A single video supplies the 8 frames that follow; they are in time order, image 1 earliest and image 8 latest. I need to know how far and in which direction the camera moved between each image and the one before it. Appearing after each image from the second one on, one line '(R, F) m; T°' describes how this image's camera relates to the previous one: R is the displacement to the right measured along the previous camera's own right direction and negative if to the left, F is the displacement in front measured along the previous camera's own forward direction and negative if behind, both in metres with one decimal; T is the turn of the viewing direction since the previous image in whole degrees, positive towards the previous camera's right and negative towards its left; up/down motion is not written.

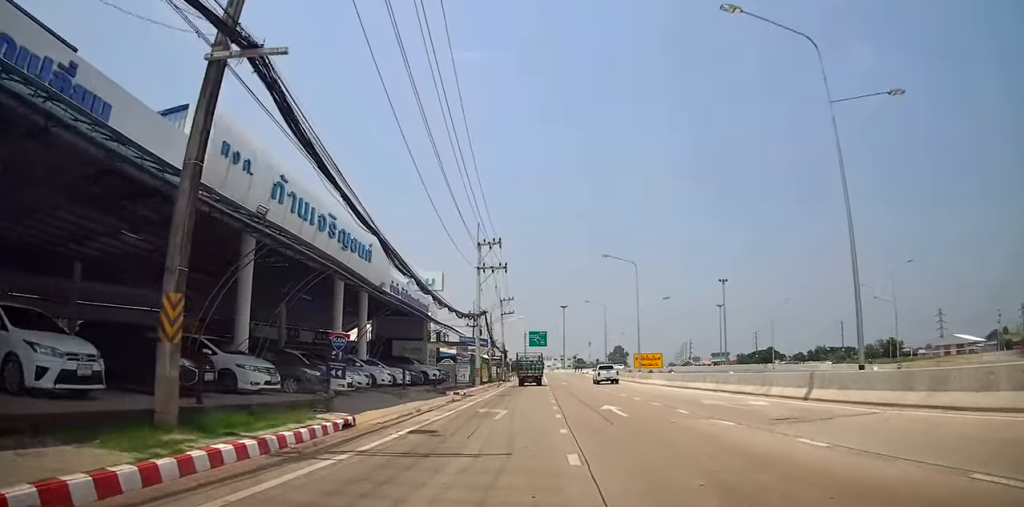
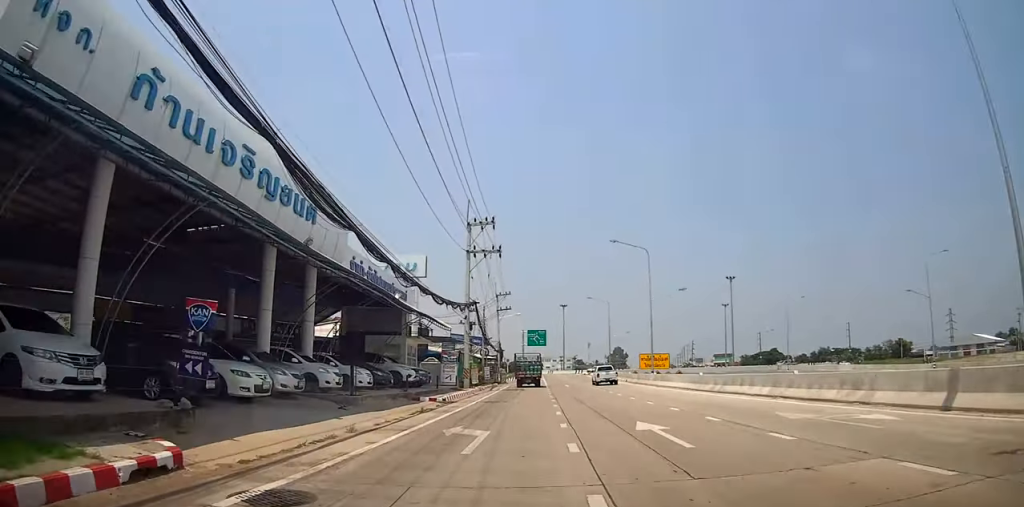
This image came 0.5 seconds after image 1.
(0.0, +6.7) m; 0°
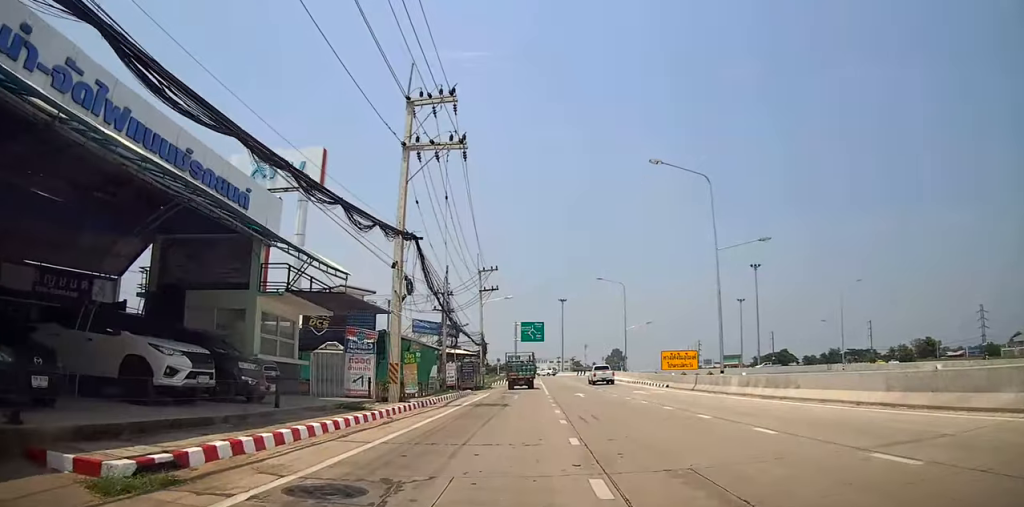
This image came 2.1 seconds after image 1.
(+0.2, +19.6) m; +4°
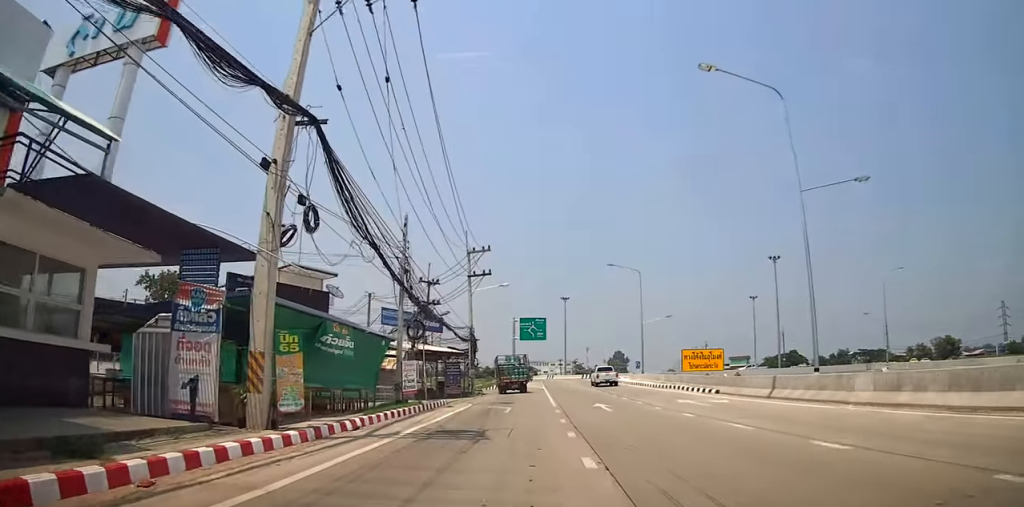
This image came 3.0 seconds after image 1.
(+0.6, +10.5) m; 0°
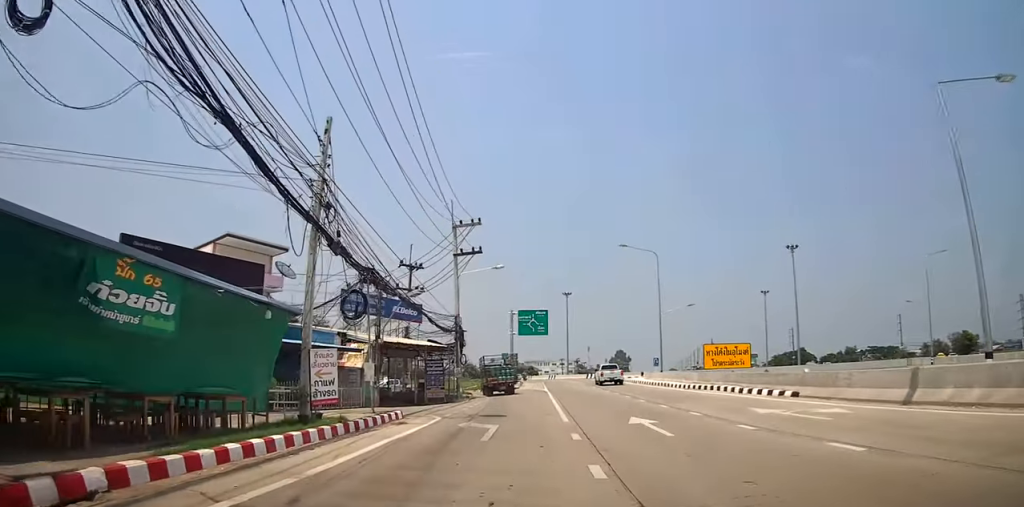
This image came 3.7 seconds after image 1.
(-0.2, +8.6) m; -2°
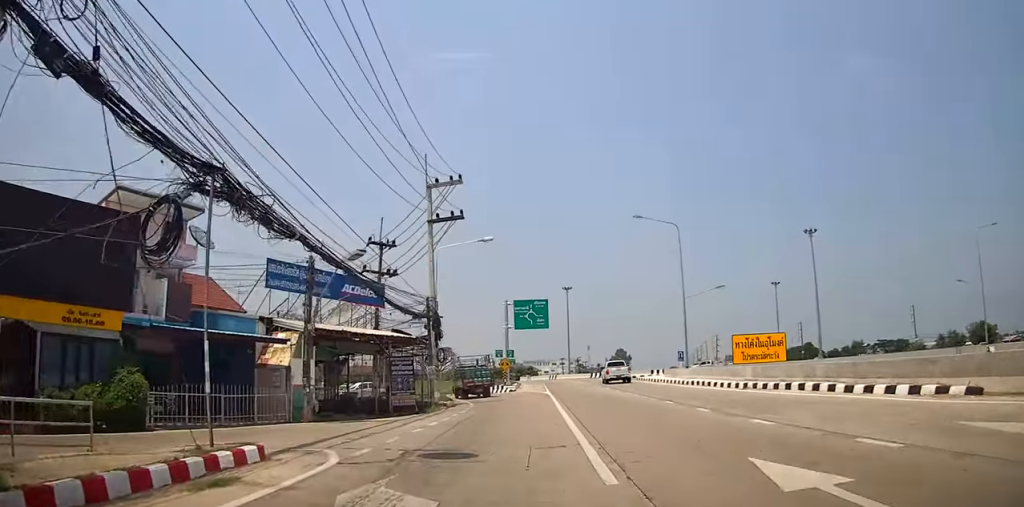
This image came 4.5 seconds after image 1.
(-0.2, +8.9) m; -1°
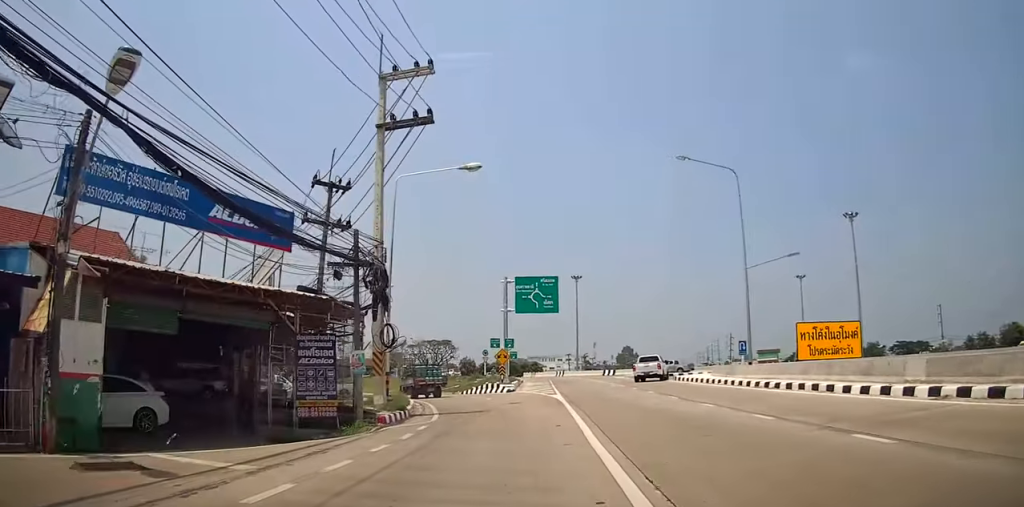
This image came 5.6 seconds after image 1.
(+0.1, +11.7) m; -1°
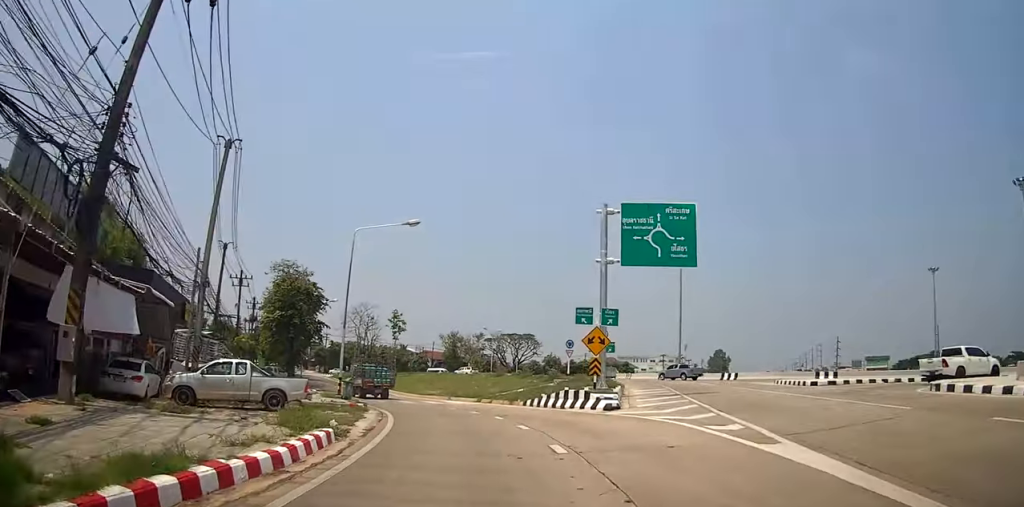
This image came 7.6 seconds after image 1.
(-1.3, +19.8) m; -9°
